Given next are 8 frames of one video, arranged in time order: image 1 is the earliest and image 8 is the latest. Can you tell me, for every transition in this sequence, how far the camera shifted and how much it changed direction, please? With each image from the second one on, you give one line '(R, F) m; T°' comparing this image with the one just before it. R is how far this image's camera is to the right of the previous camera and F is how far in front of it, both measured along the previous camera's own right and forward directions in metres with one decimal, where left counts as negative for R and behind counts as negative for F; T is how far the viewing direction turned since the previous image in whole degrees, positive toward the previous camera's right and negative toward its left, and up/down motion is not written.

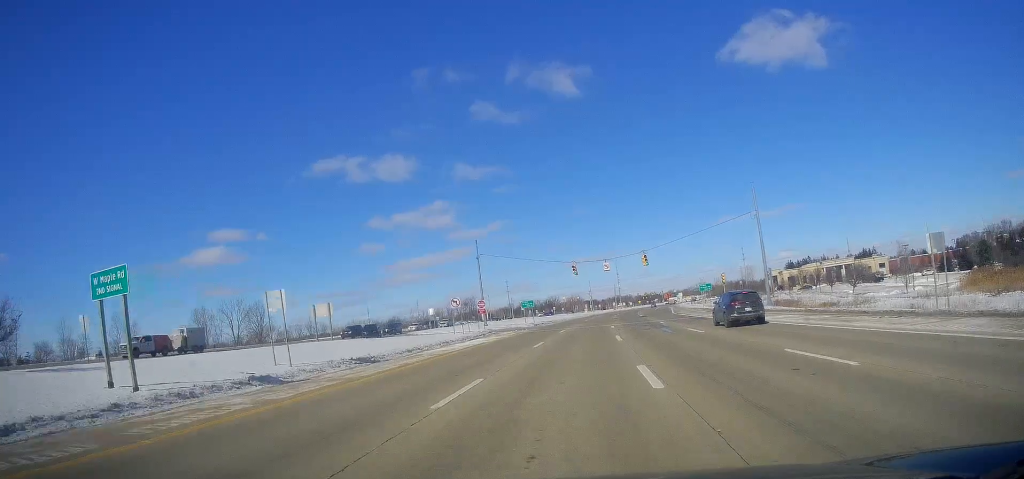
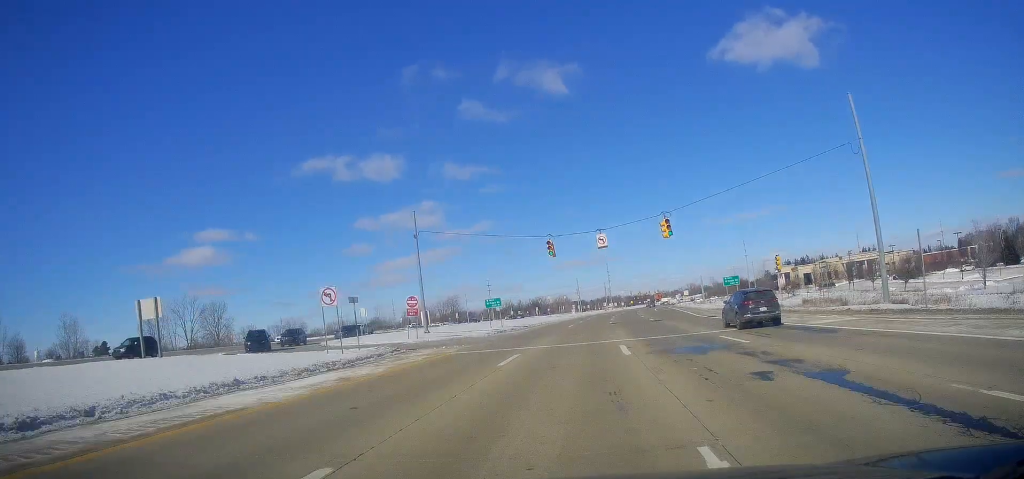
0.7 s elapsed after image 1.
(+0.3, +23.4) m; +1°
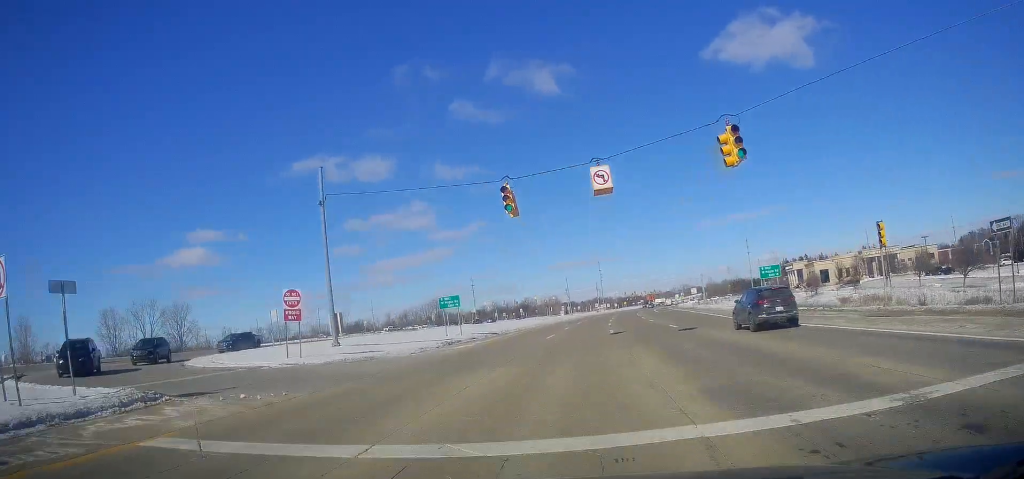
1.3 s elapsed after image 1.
(+0.1, +18.1) m; +1°
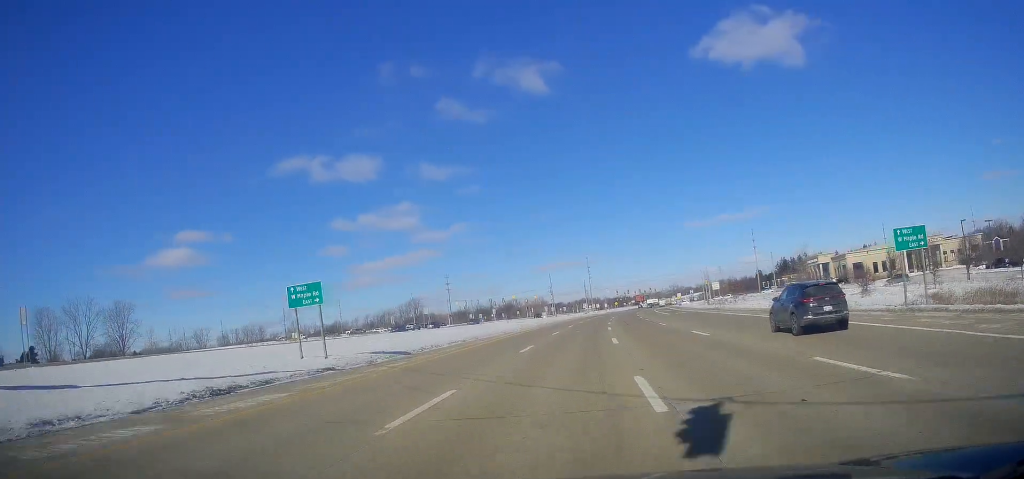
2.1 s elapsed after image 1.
(+0.1, +25.5) m; +1°
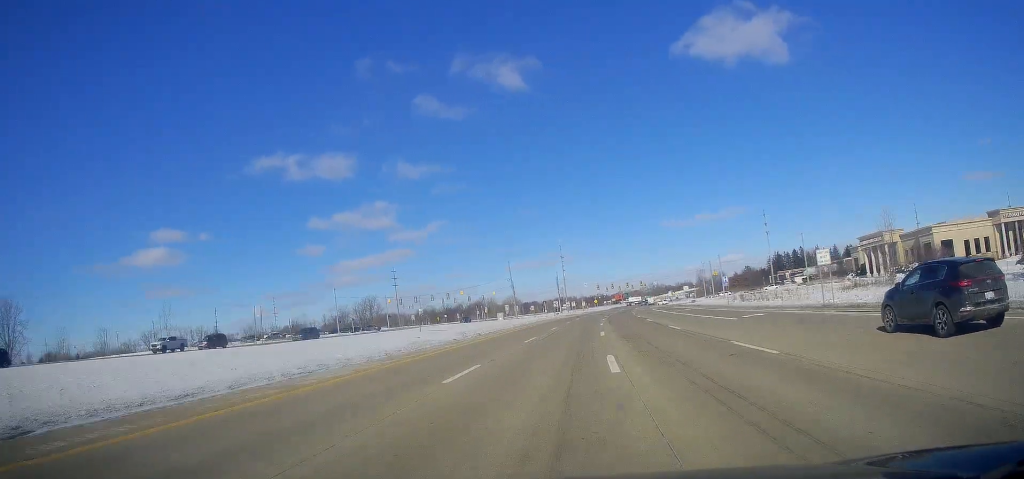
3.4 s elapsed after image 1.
(+1.1, +41.2) m; +3°
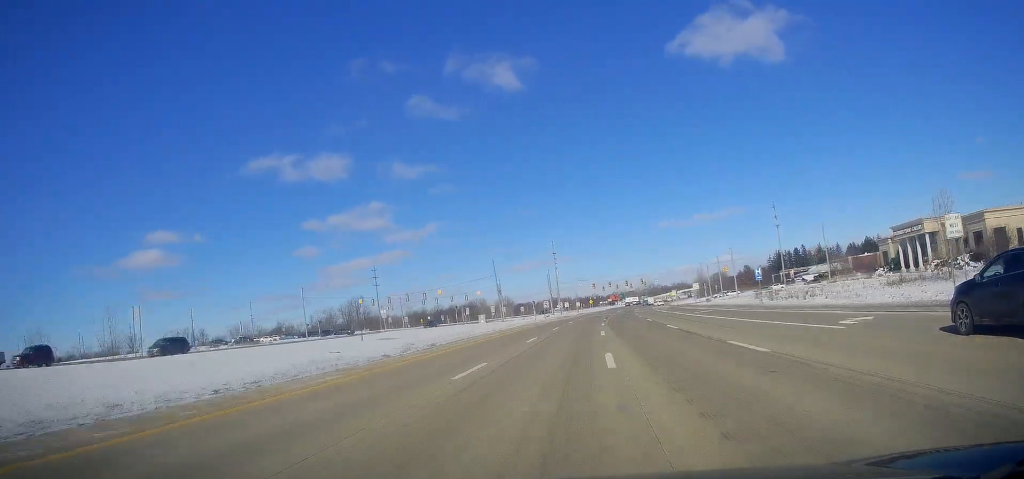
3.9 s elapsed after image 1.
(+0.2, +14.6) m; +1°
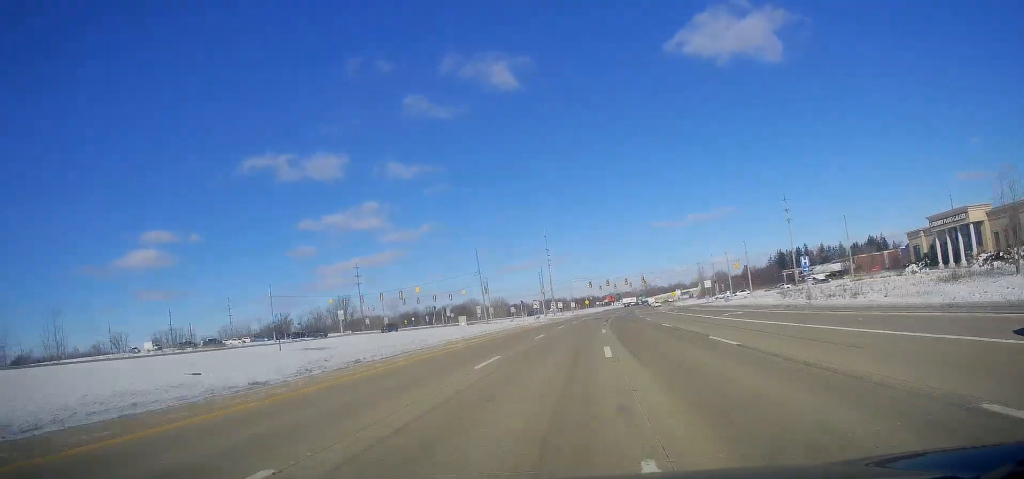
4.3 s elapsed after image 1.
(+0.1, +12.5) m; 0°
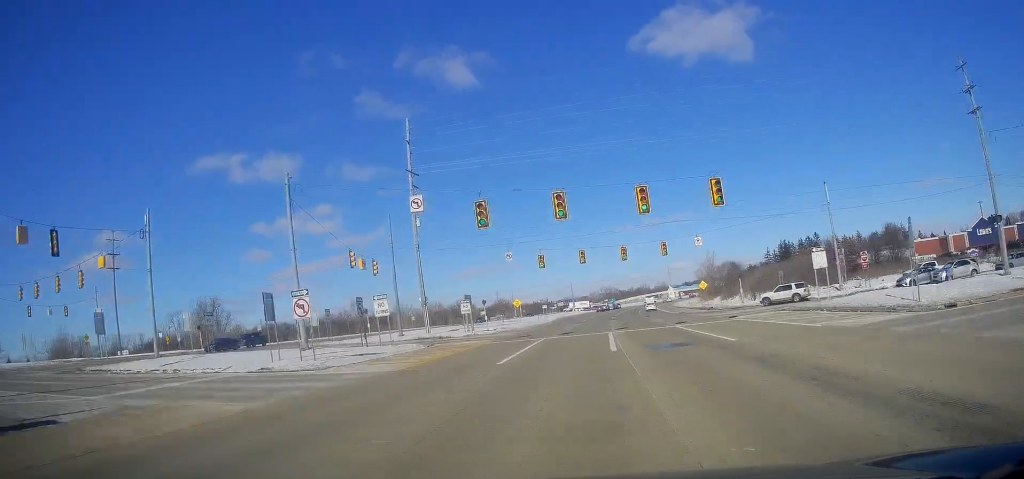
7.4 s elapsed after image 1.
(+1.8, +93.9) m; +4°
